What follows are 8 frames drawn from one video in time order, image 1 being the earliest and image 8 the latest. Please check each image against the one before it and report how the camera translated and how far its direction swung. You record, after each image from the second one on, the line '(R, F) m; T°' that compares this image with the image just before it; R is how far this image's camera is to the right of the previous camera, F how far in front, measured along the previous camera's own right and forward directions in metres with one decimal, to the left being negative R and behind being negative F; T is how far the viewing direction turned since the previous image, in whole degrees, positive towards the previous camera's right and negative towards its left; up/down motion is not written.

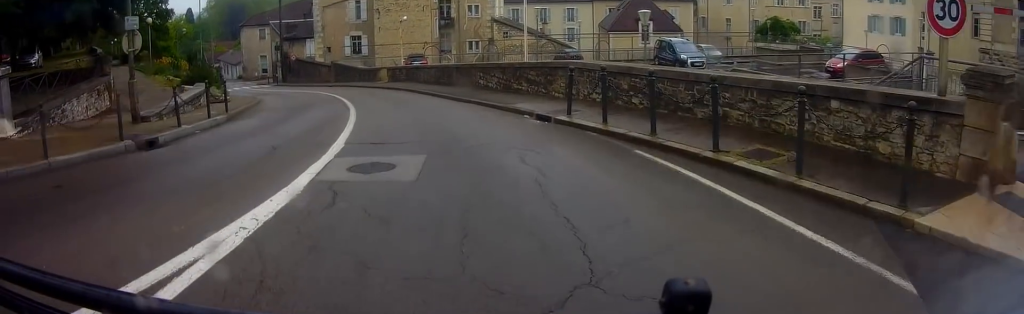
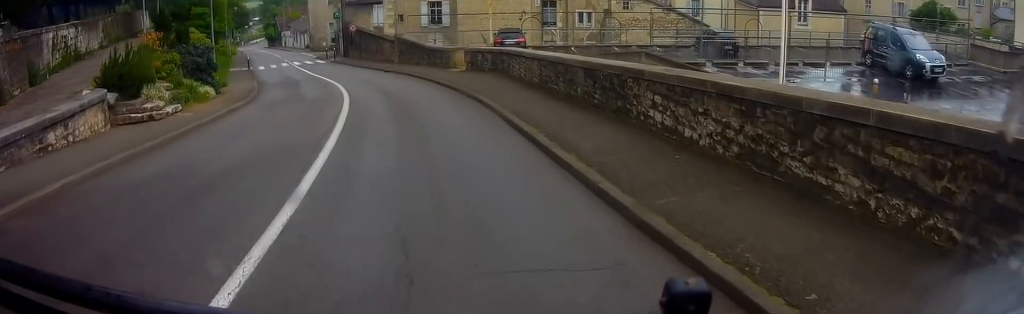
(+0.2, +13.3) m; -1°
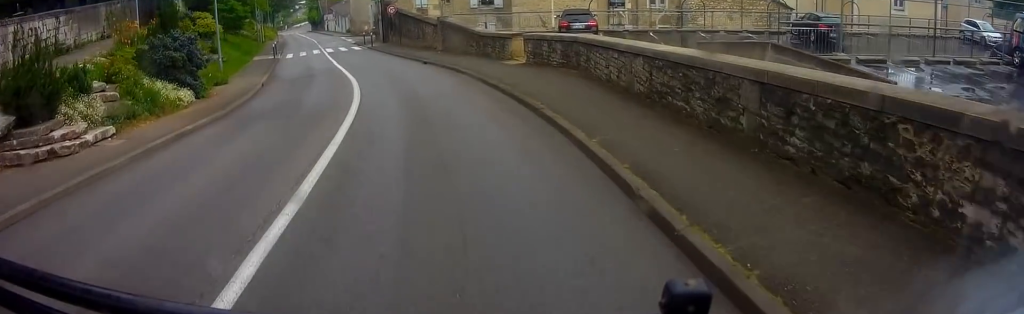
(-0.3, +5.8) m; -8°
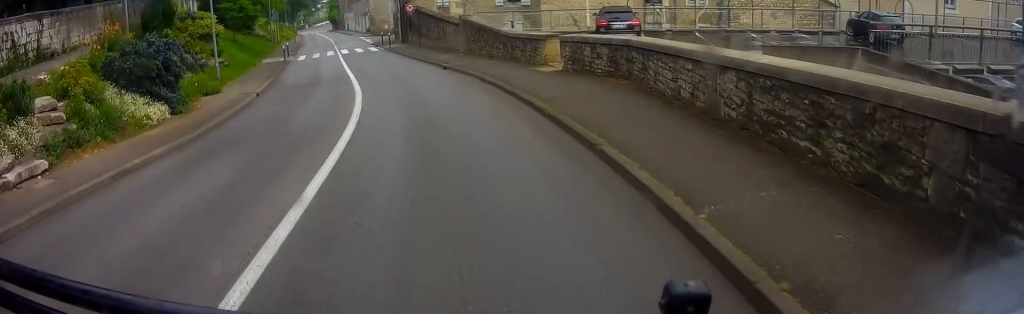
(-0.1, +2.9) m; -2°
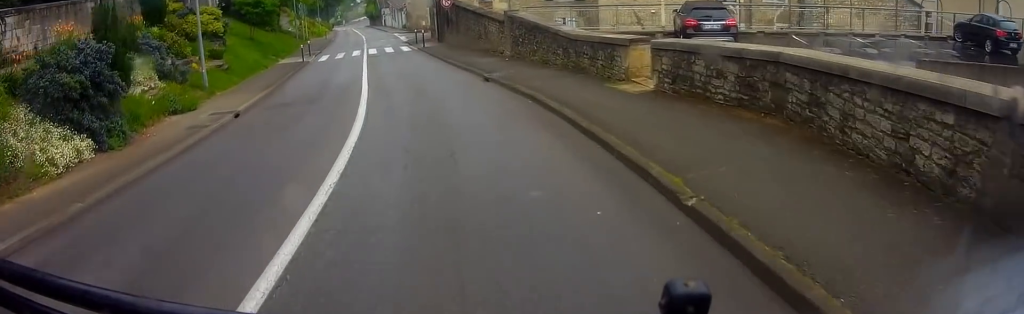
(-0.4, +4.7) m; 0°
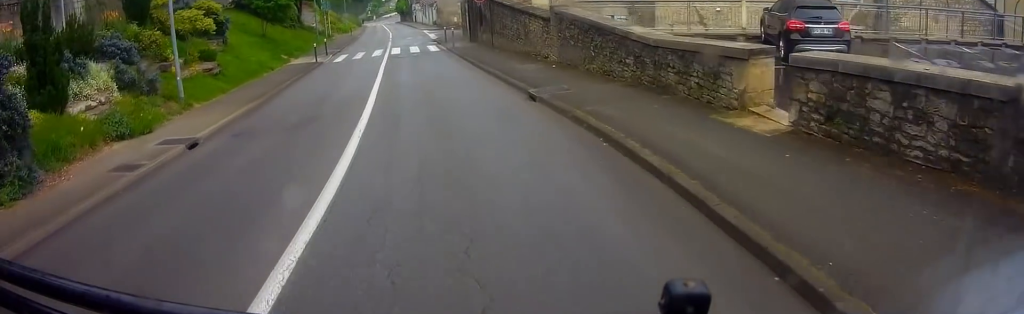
(+0.3, +4.0) m; 0°
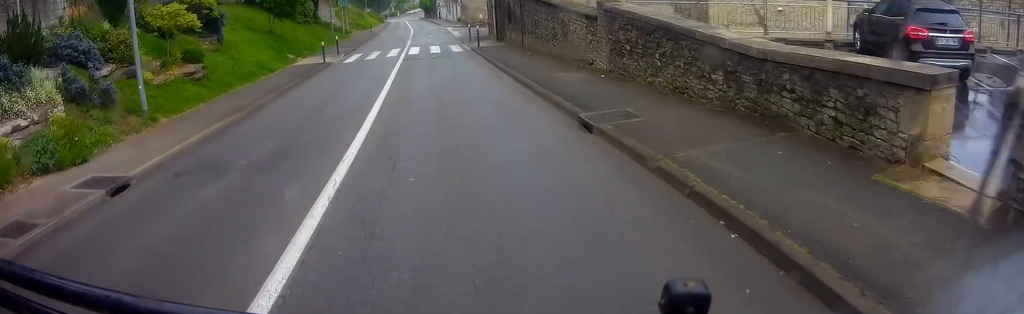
(+0.1, +3.2) m; -1°
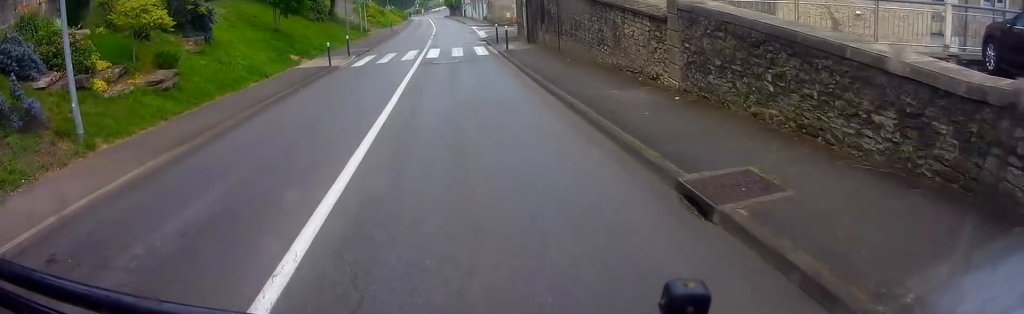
(-0.1, +3.6) m; -6°
